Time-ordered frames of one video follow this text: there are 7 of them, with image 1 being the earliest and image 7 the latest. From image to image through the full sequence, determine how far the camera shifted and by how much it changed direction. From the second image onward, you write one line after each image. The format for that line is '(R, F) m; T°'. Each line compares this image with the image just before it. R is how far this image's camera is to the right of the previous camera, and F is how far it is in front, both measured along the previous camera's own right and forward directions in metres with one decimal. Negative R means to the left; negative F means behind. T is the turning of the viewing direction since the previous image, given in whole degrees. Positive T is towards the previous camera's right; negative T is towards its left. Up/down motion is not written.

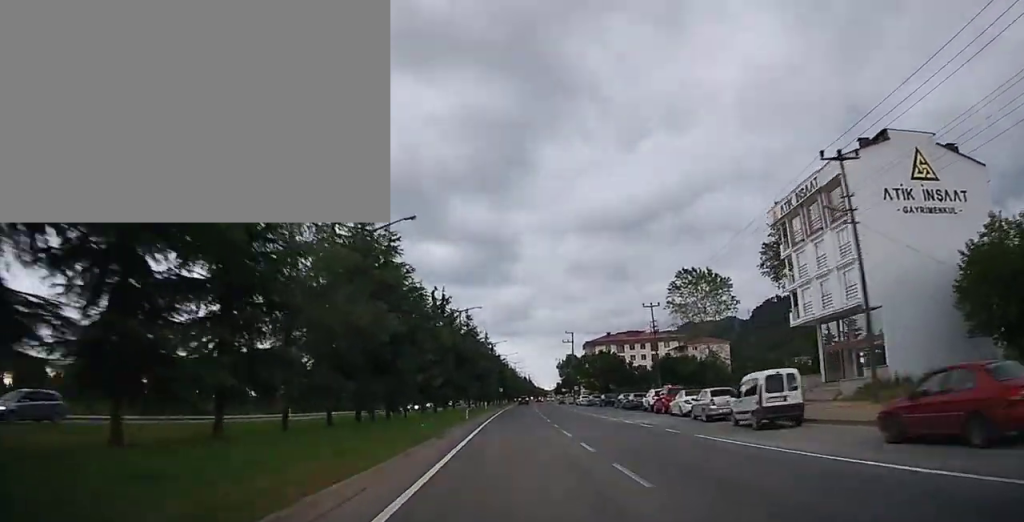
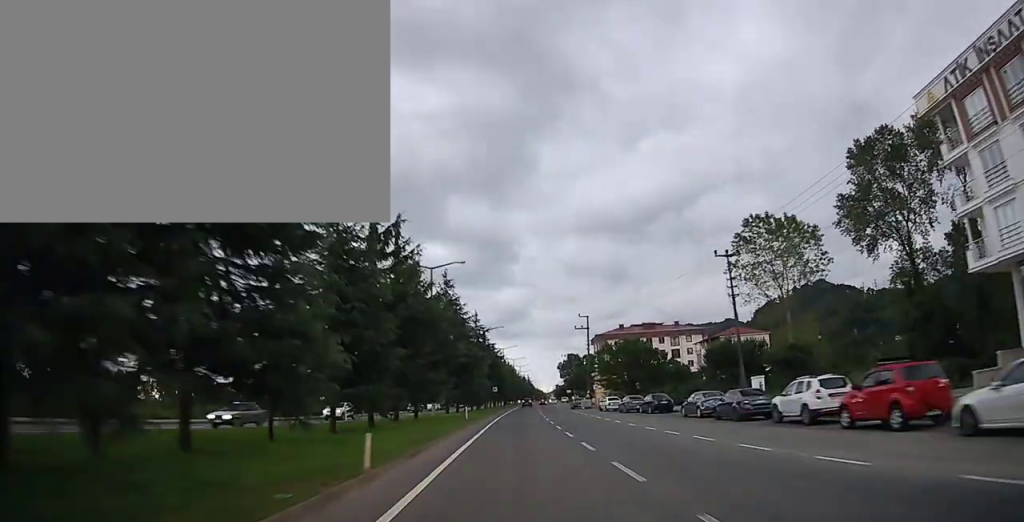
(-0.2, +22.5) m; -1°
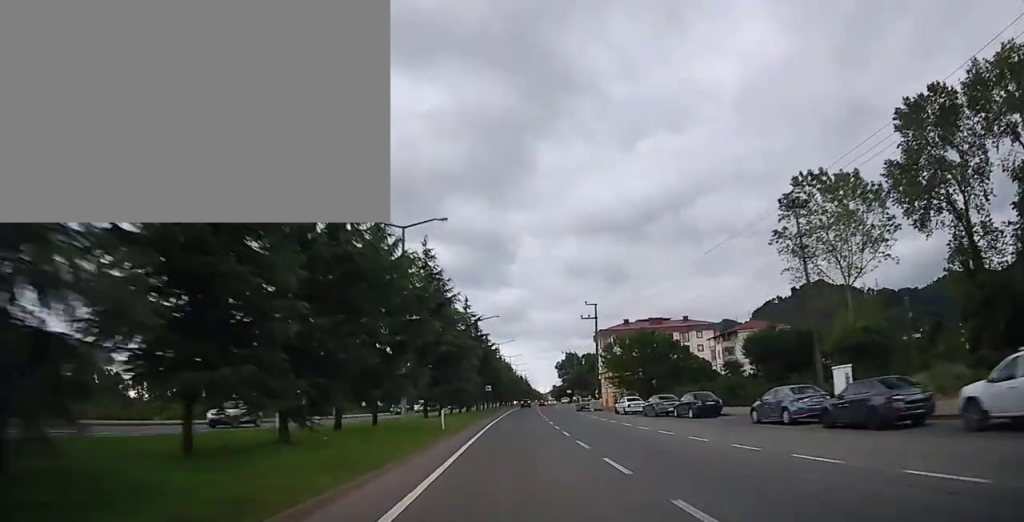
(0.0, +11.3) m; 0°
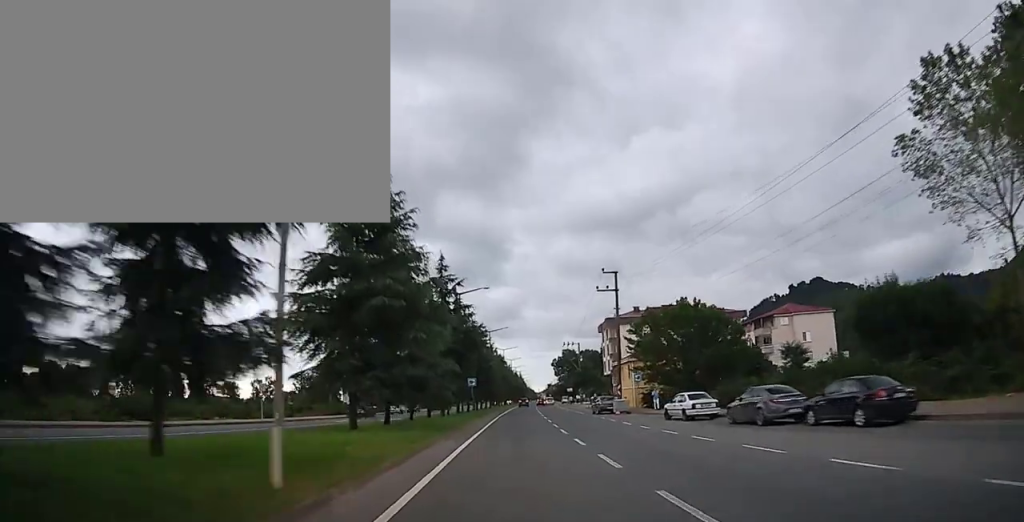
(0.0, +16.9) m; 0°
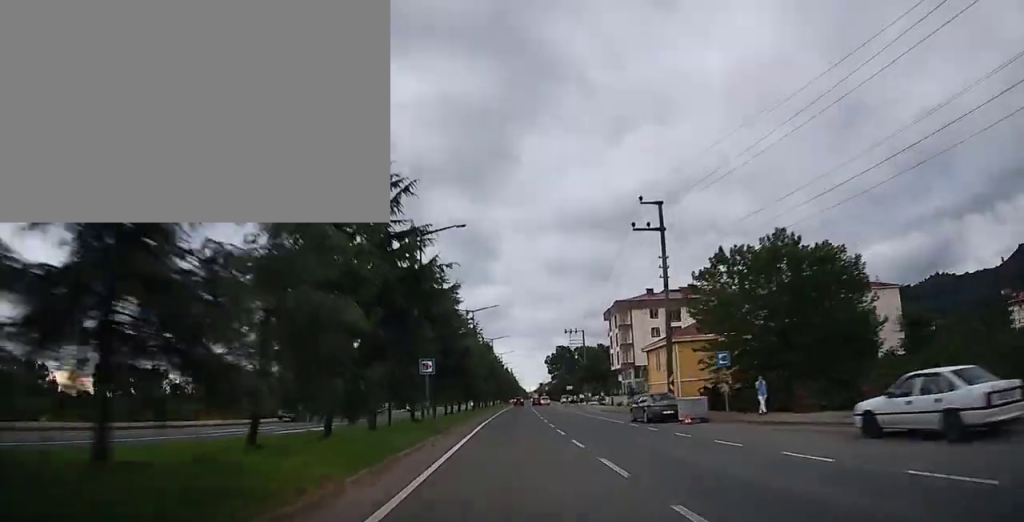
(0.0, +17.7) m; +1°
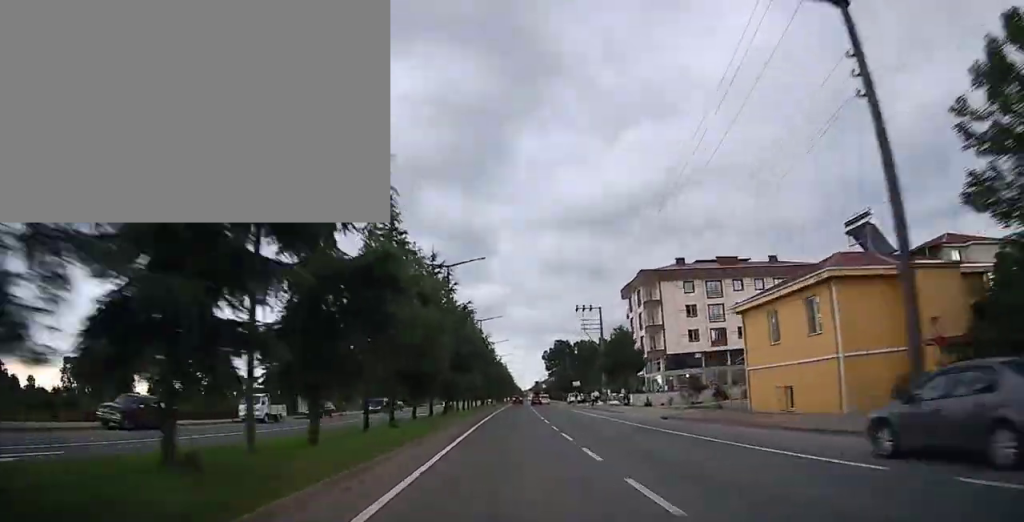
(+0.1, +22.2) m; +1°
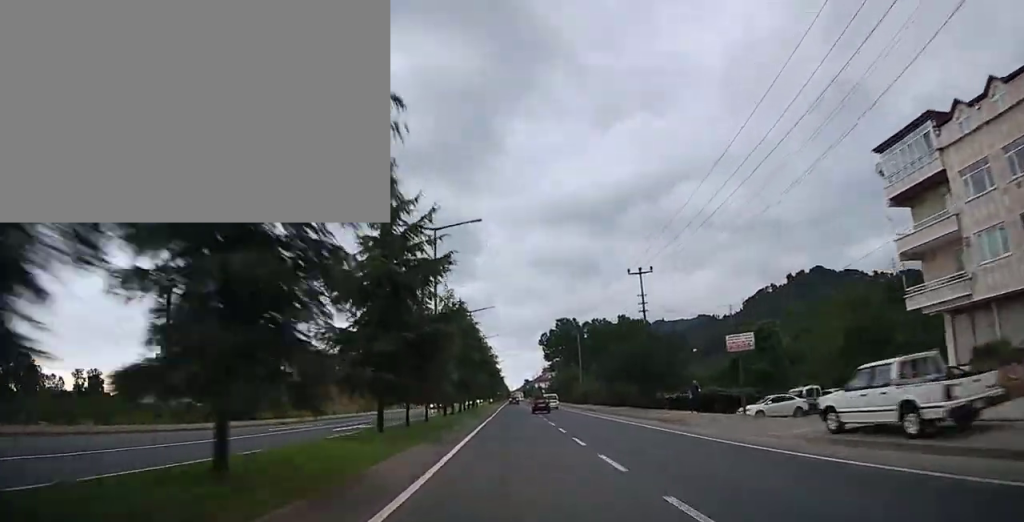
(+1.5, +73.2) m; +2°
